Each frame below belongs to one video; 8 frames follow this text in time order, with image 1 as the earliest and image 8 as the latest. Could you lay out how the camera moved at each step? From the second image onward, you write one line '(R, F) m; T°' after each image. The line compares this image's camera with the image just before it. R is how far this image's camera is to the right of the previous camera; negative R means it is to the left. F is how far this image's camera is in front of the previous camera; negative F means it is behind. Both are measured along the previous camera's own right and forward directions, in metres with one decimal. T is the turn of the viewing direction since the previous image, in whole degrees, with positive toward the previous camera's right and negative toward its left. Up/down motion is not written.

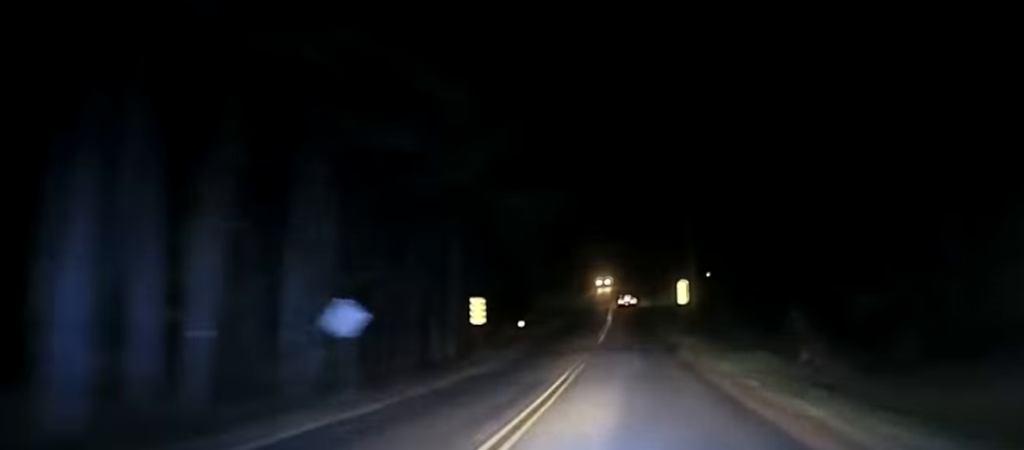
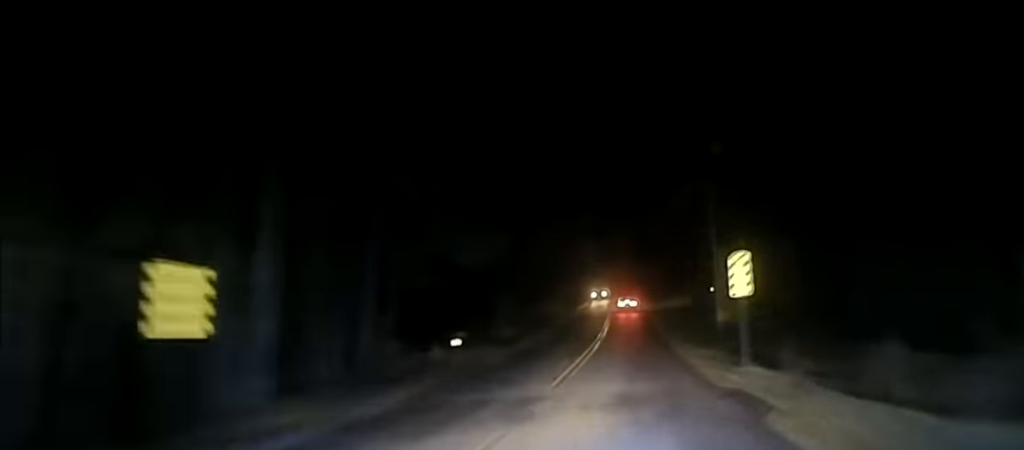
(0.0, +22.1) m; 0°
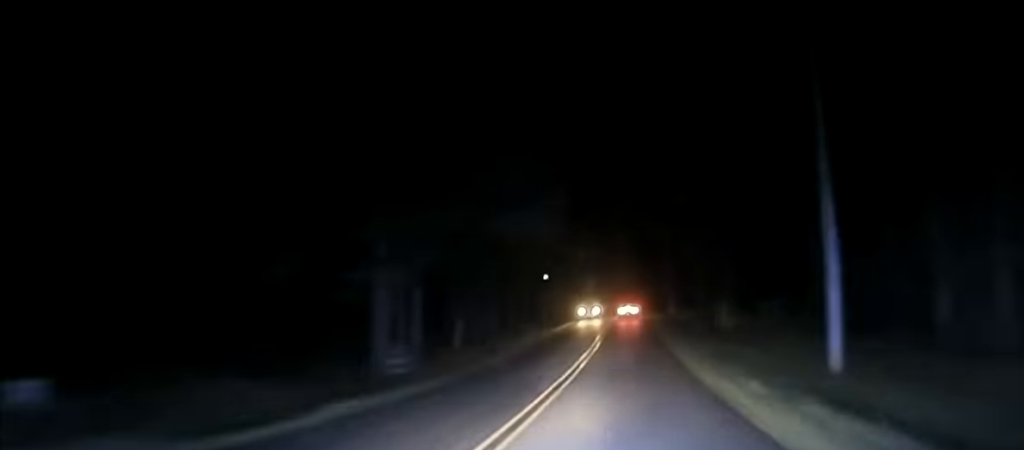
(-0.1, +33.0) m; 0°
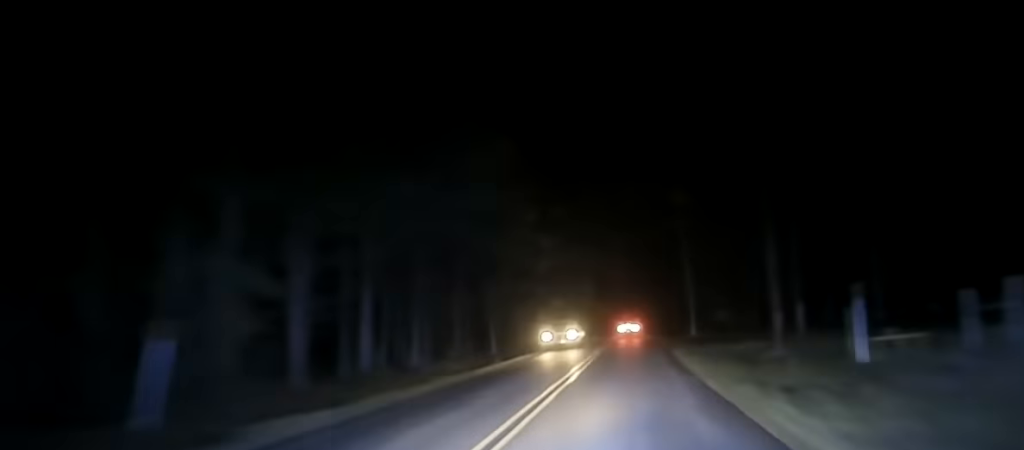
(-0.1, +35.3) m; 0°
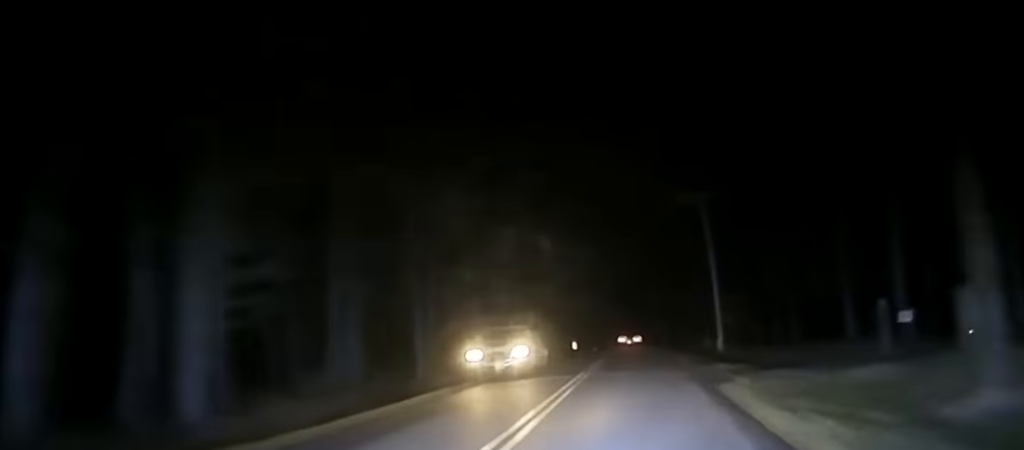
(0.0, +22.3) m; 0°
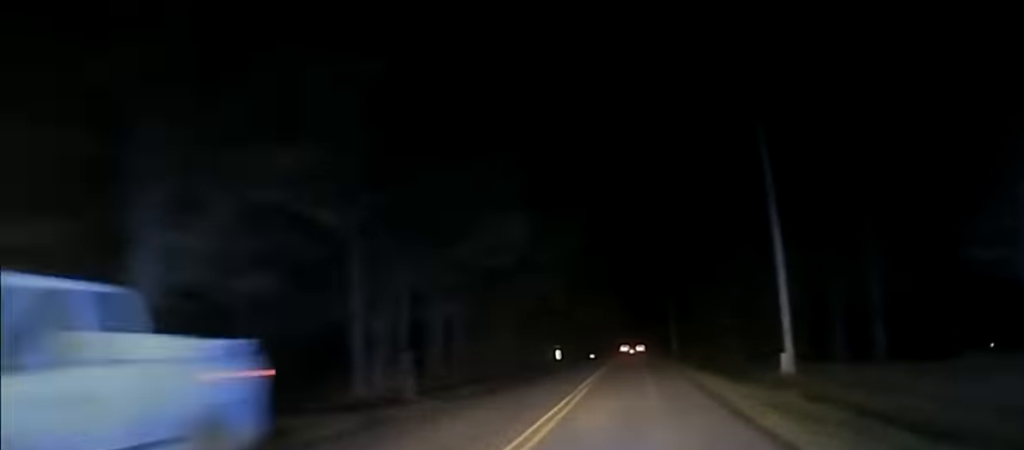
(0.0, +24.2) m; 0°
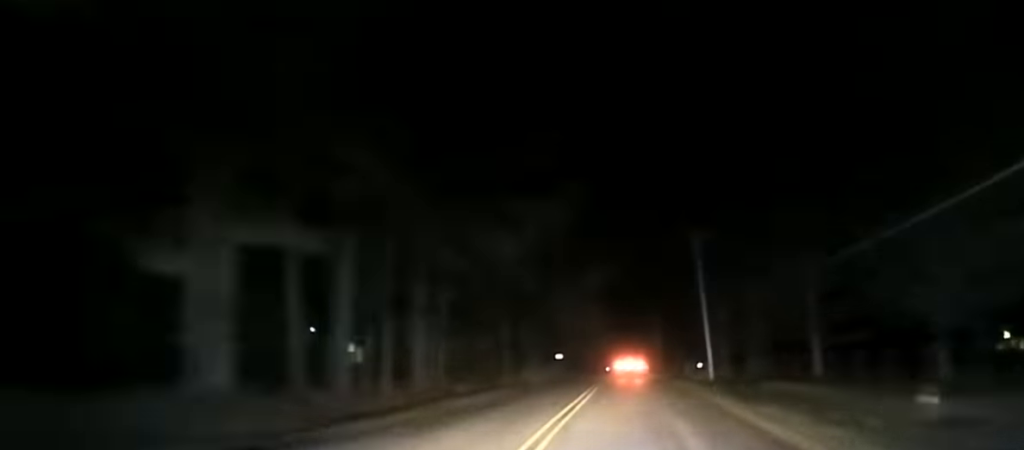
(+0.1, +64.3) m; +1°
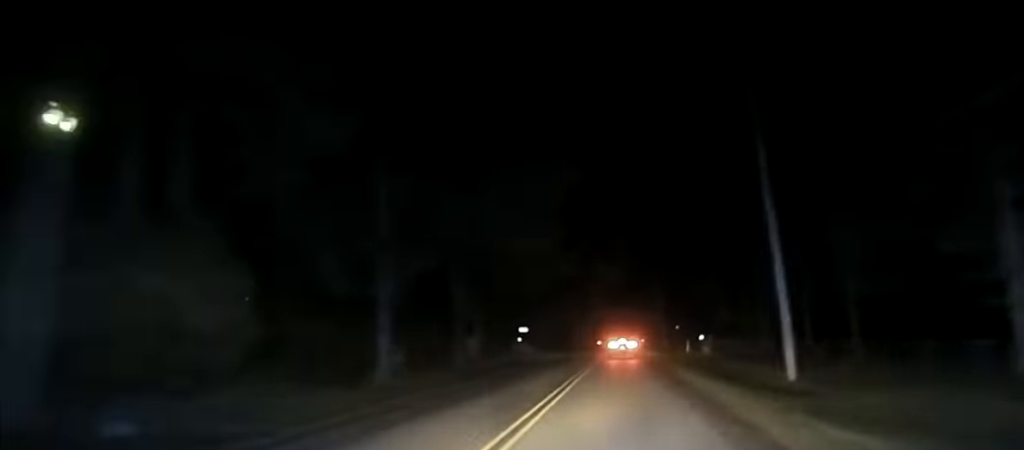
(+0.4, +32.2) m; 0°
